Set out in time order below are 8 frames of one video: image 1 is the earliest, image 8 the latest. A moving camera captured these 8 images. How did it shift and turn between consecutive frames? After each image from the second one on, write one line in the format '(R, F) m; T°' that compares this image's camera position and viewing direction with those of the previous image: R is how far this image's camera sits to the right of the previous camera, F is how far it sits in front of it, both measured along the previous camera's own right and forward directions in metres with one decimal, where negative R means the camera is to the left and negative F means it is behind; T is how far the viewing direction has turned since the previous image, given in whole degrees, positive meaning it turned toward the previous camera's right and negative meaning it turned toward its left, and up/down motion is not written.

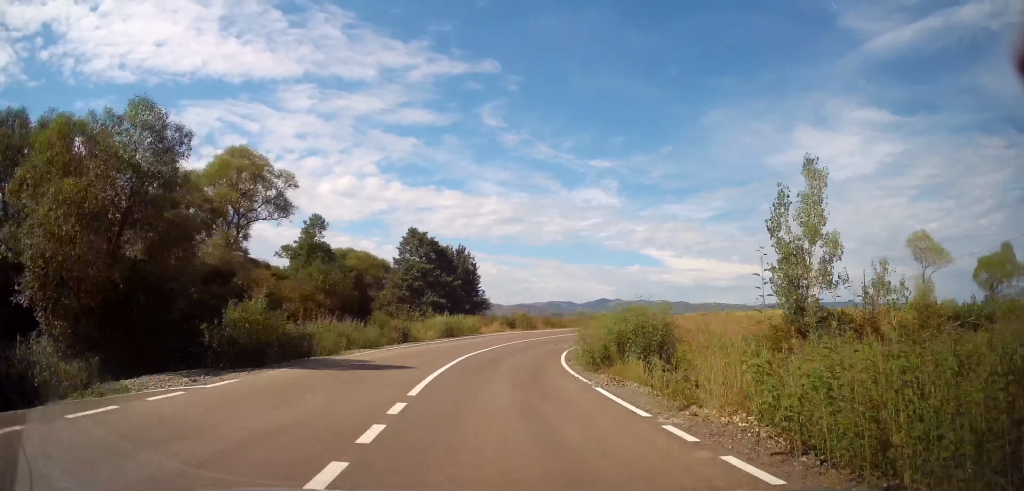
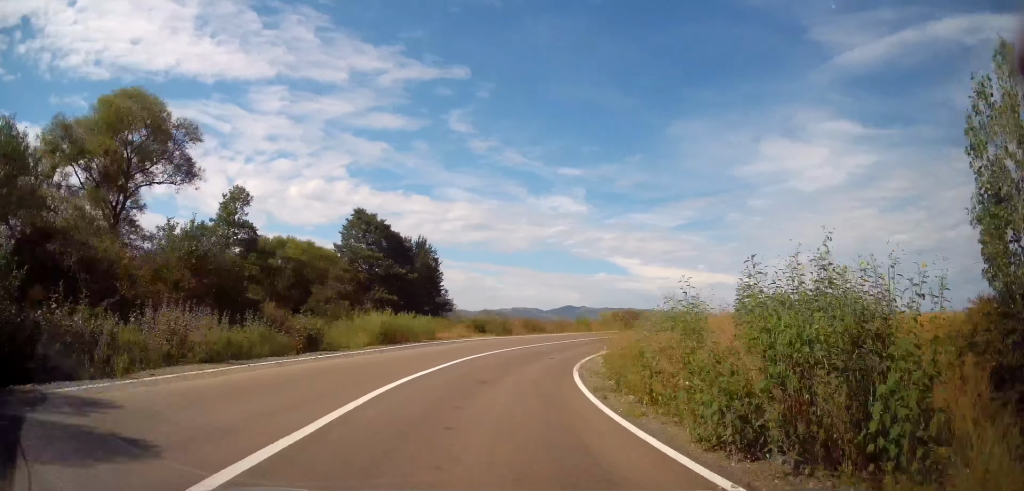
(-0.1, +11.9) m; +3°
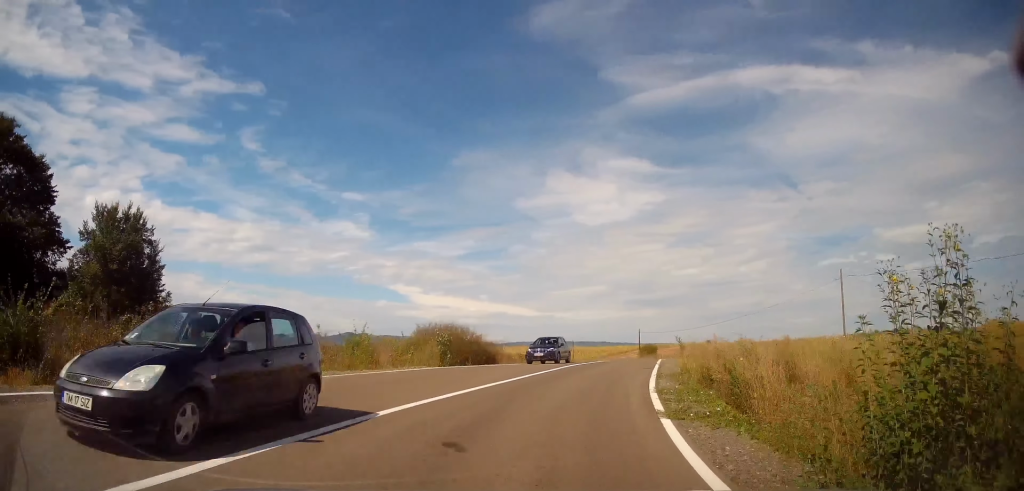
(+4.2, +27.9) m; +21°
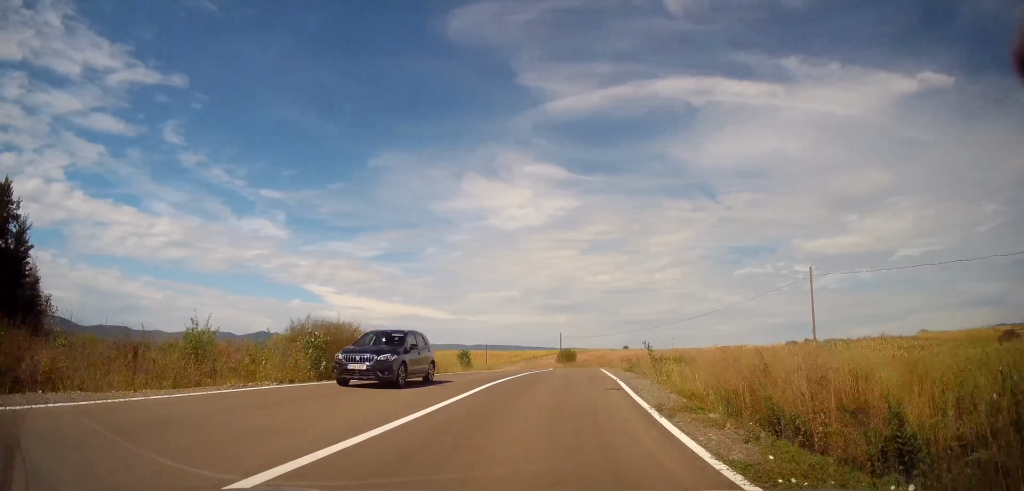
(+1.0, +8.4) m; +9°
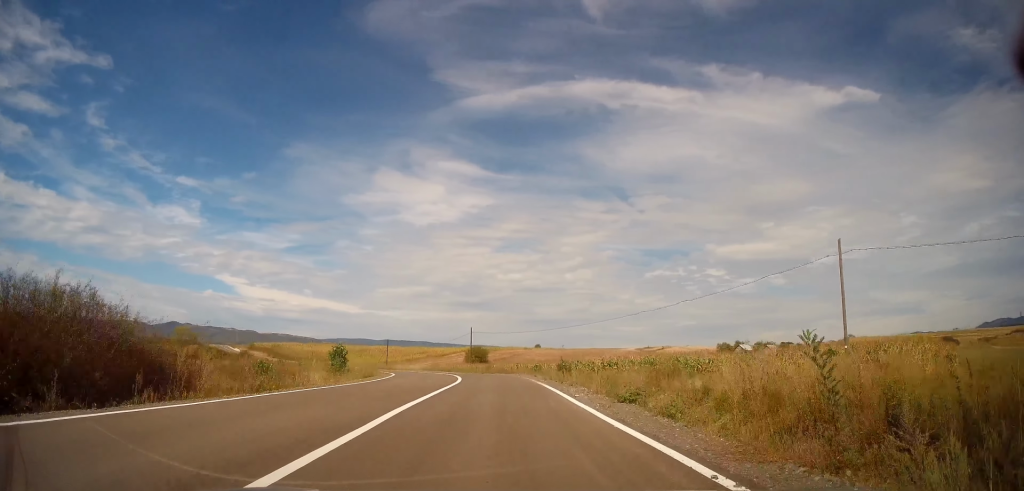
(+1.9, +14.5) m; +11°
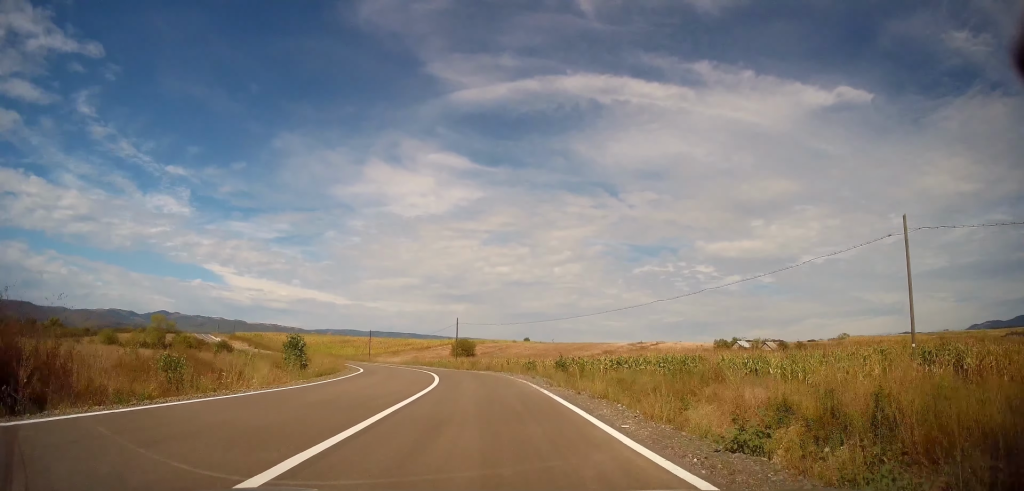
(+0.2, +6.4) m; +1°
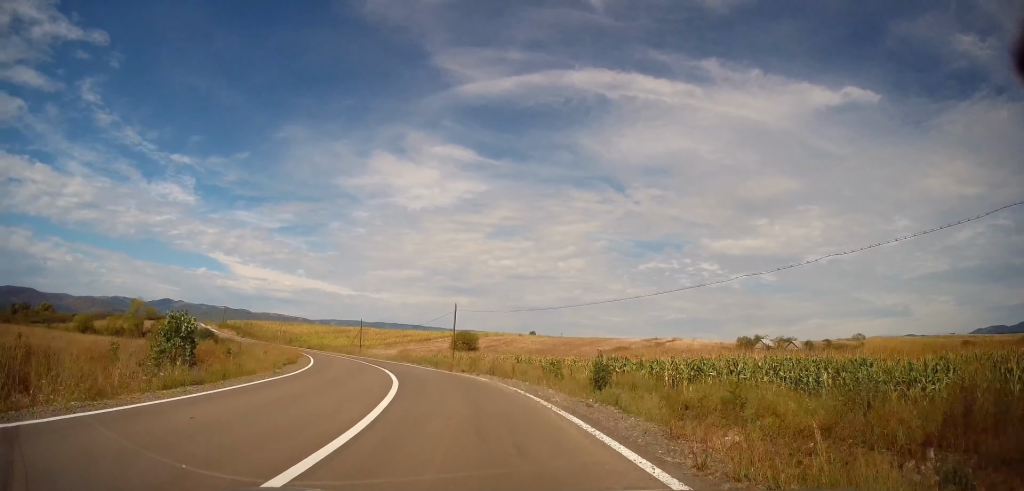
(+0.2, +12.1) m; -2°
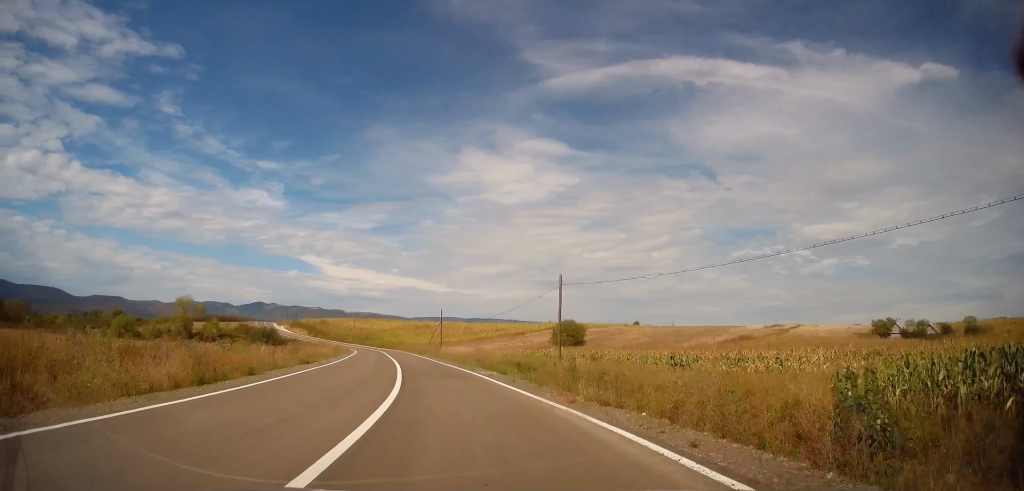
(-1.1, +18.4) m; -7°
